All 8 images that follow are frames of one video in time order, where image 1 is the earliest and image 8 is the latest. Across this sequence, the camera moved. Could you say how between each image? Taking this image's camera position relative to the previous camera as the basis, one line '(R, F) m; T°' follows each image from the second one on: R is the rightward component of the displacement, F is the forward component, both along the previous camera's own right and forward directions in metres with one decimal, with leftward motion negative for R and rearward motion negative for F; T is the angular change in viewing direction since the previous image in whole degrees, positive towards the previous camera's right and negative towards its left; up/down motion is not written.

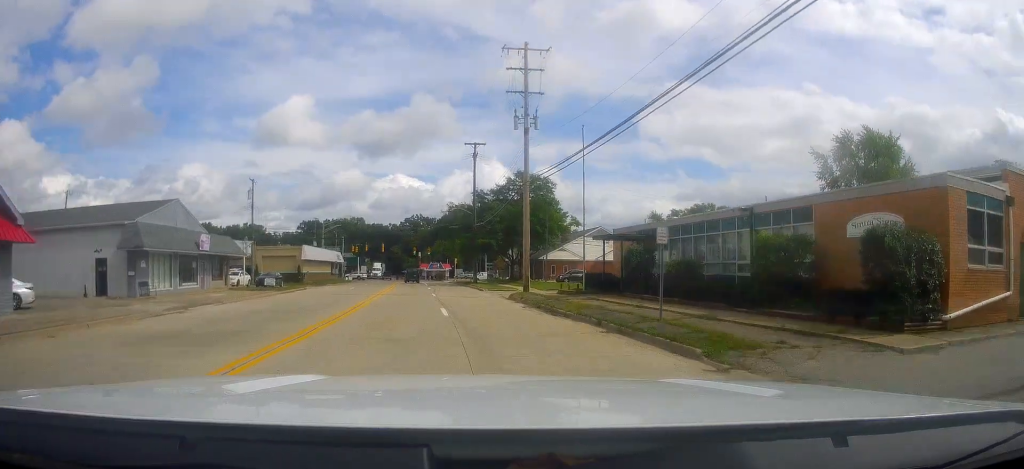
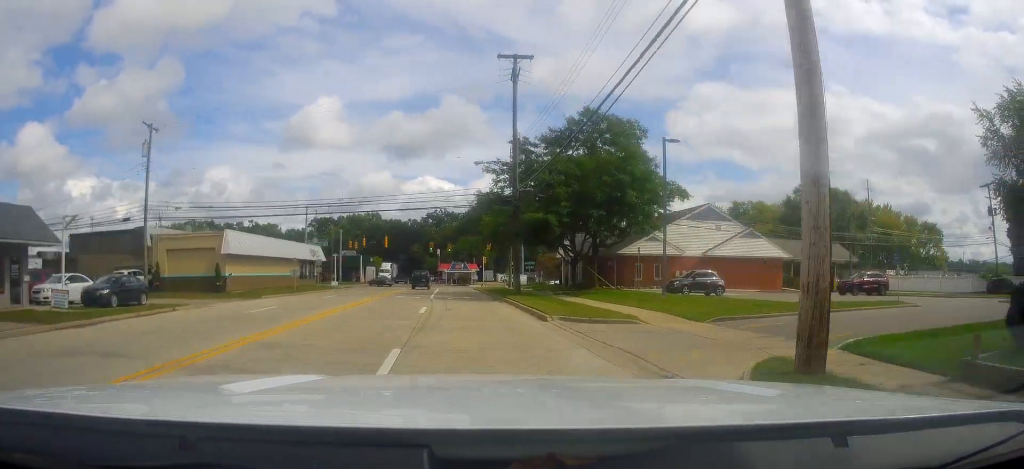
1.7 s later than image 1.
(-1.3, +29.1) m; -3°
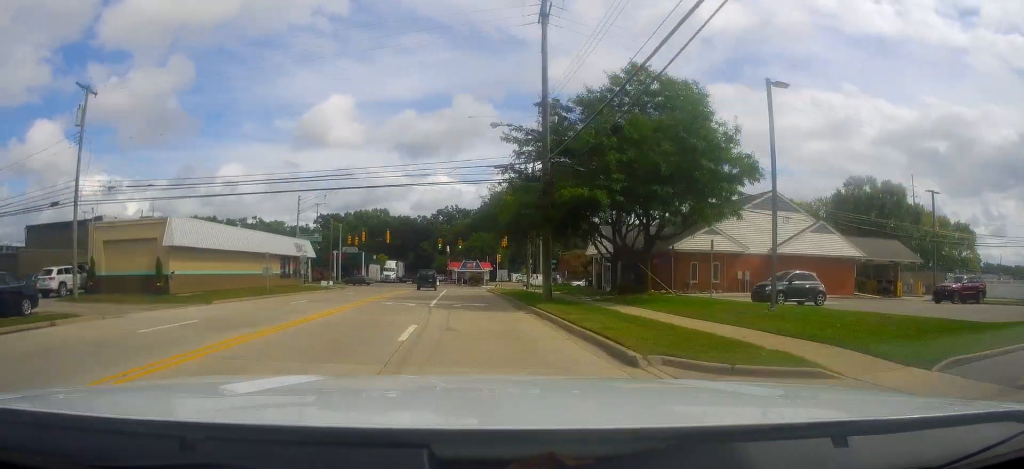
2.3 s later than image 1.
(+0.1, +10.1) m; 0°
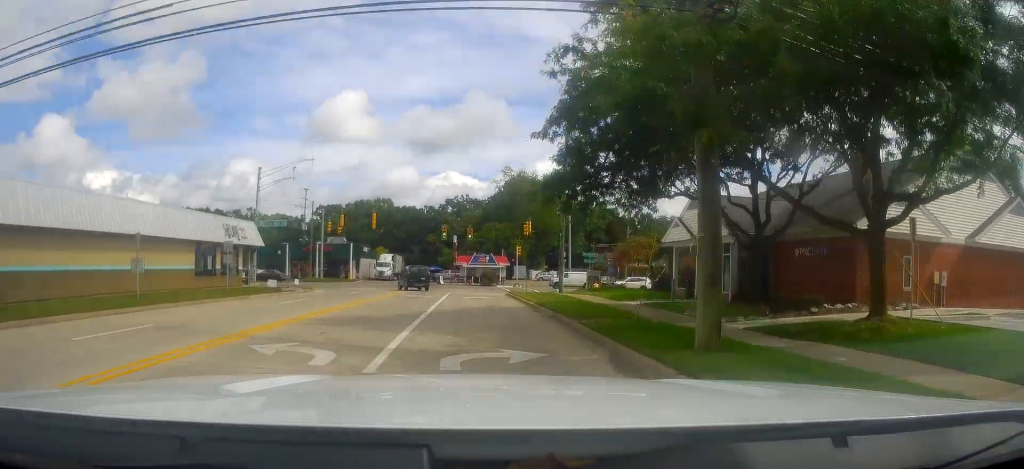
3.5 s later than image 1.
(-0.5, +18.8) m; -2°
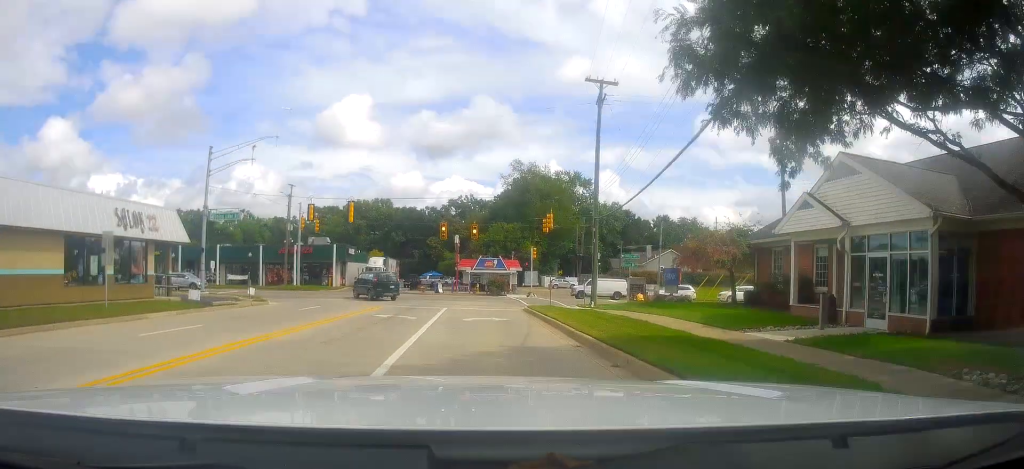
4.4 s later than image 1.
(-0.1, +13.4) m; -2°
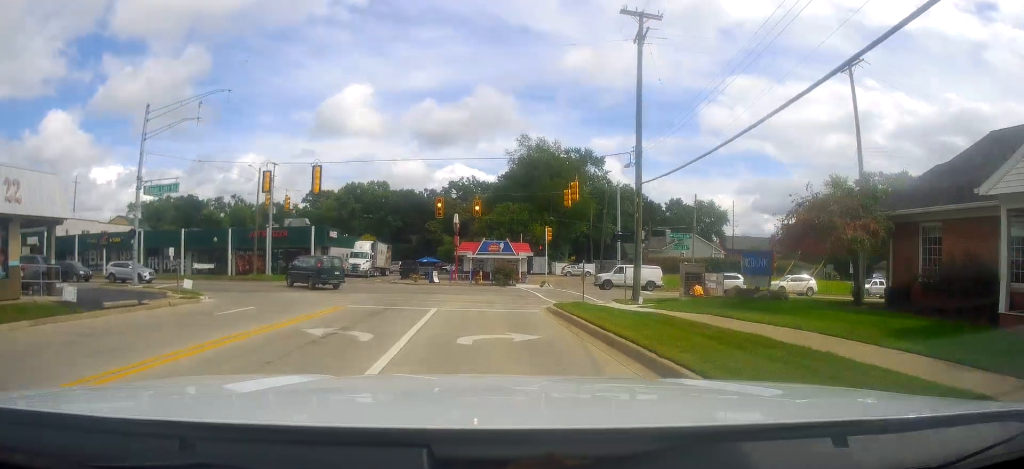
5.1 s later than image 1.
(-0.3, +11.2) m; -2°
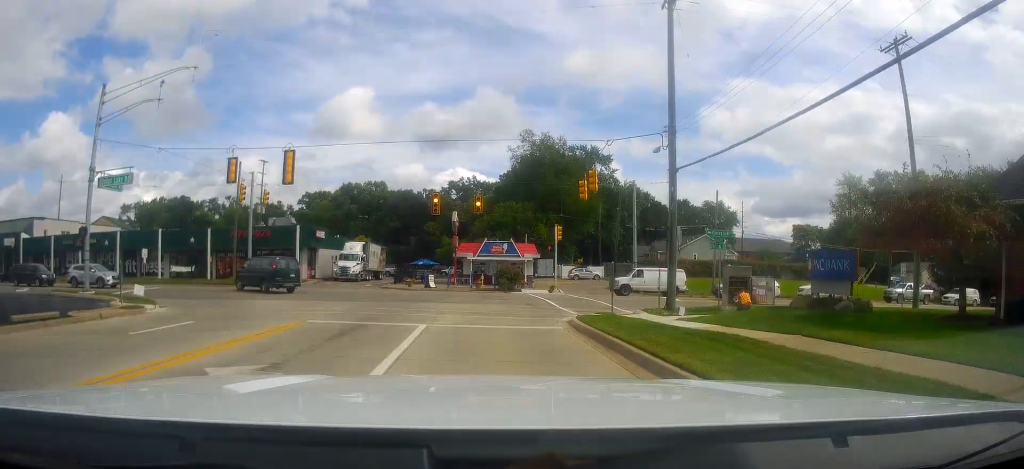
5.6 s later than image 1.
(0.0, +5.3) m; +1°
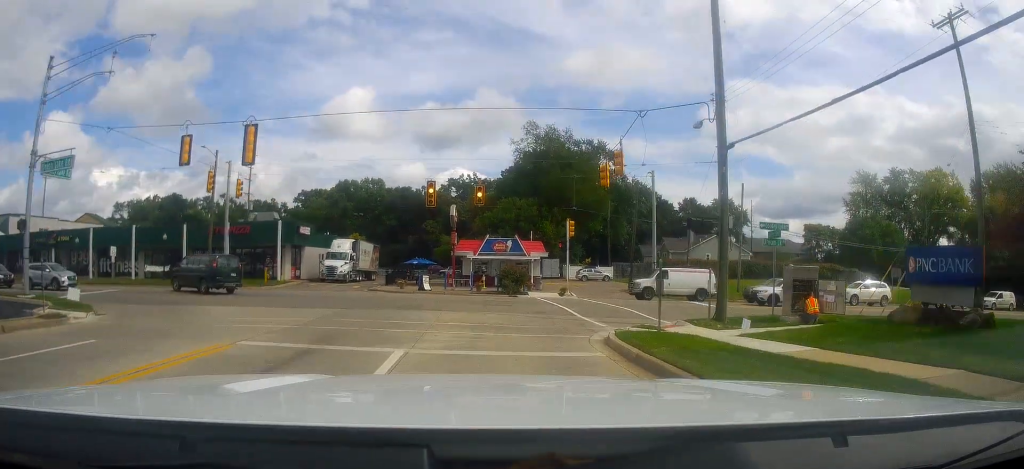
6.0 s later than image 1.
(-0.1, +5.6) m; +1°
